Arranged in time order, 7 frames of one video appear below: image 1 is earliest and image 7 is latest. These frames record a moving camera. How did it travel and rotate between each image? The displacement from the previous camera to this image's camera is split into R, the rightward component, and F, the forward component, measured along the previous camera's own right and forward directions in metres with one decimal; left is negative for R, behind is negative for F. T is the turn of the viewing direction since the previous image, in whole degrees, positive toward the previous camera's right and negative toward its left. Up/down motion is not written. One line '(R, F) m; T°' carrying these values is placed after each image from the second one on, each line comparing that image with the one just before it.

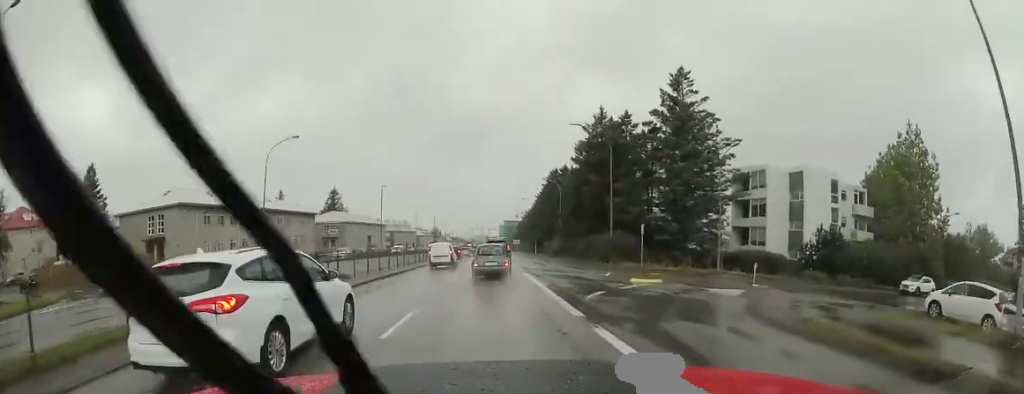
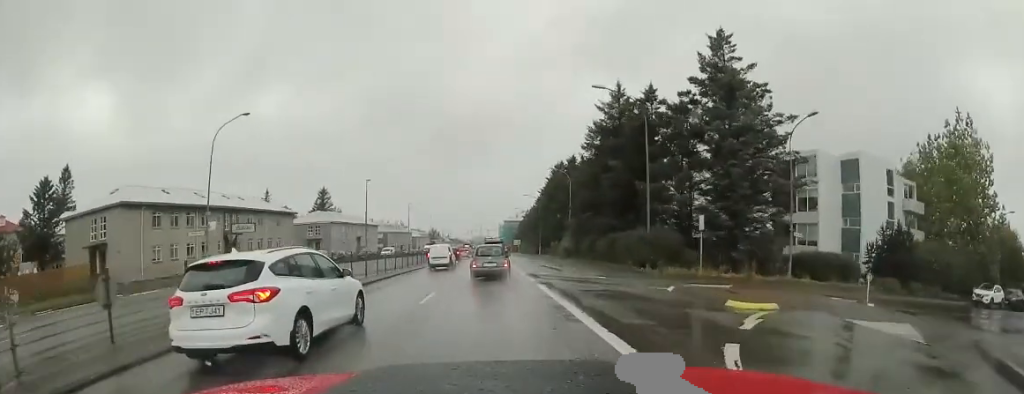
(-0.2, +8.0) m; -2°
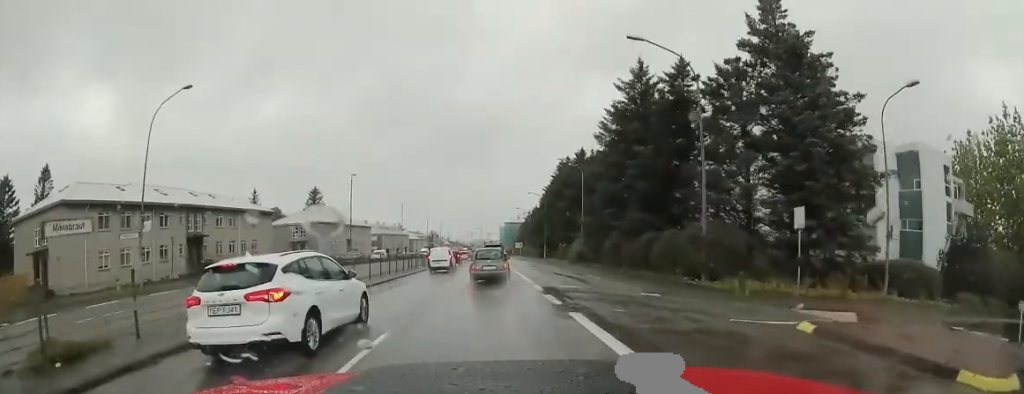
(0.0, +6.7) m; +2°
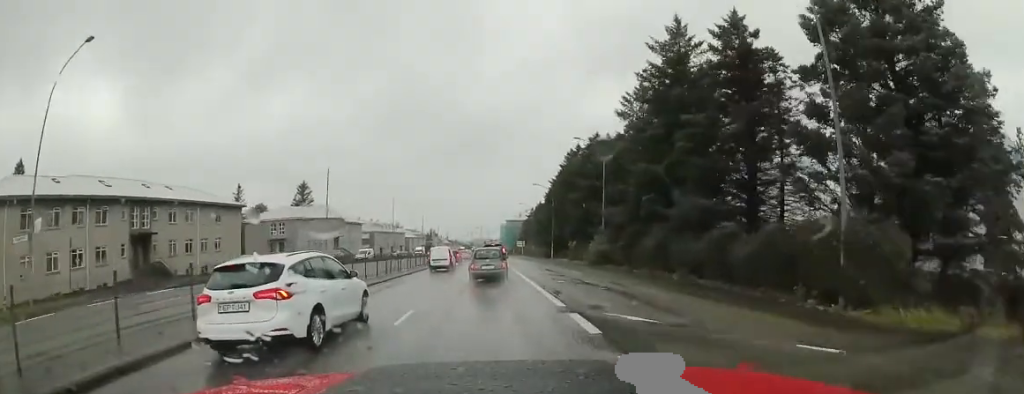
(+0.3, +7.9) m; +2°
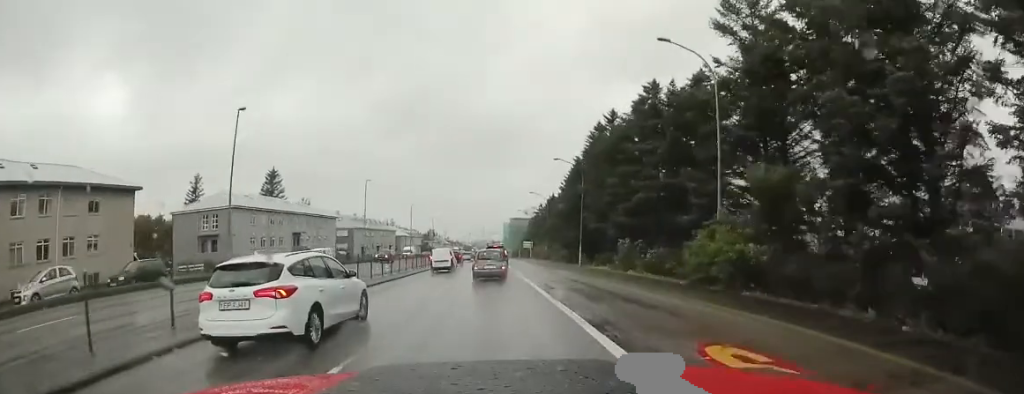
(-0.1, +17.8) m; 0°
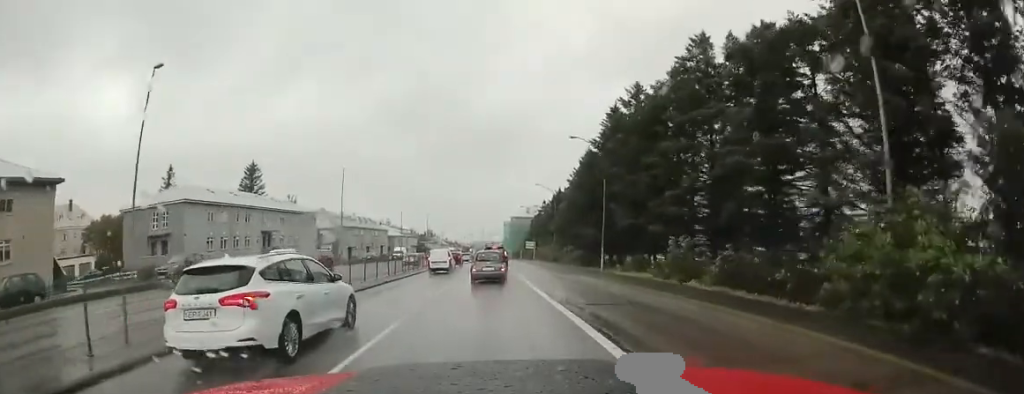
(0.0, +8.4) m; +1°
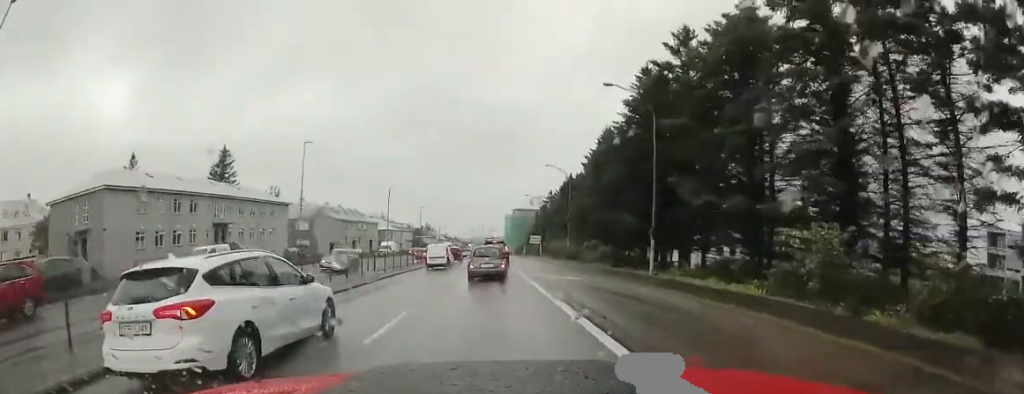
(+0.2, +10.4) m; +2°
